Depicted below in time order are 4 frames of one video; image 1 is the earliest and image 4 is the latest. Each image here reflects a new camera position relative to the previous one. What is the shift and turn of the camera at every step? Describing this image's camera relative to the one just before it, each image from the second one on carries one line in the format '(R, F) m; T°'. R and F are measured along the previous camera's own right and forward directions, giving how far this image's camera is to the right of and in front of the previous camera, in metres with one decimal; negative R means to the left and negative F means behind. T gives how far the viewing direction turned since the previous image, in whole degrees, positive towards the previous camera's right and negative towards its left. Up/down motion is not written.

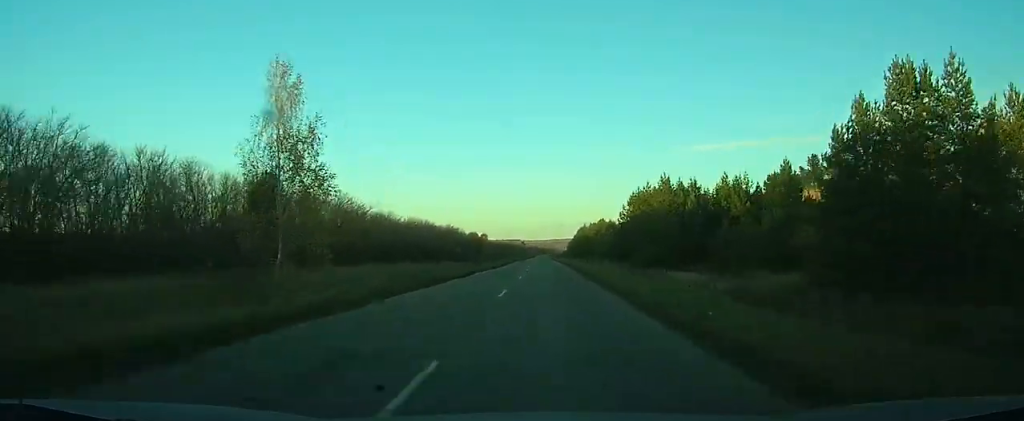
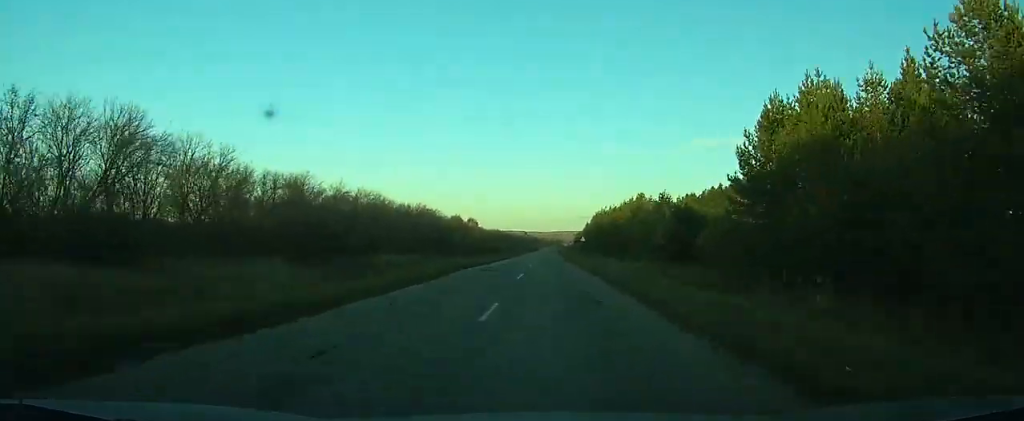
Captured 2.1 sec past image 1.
(-0.2, +51.0) m; 0°
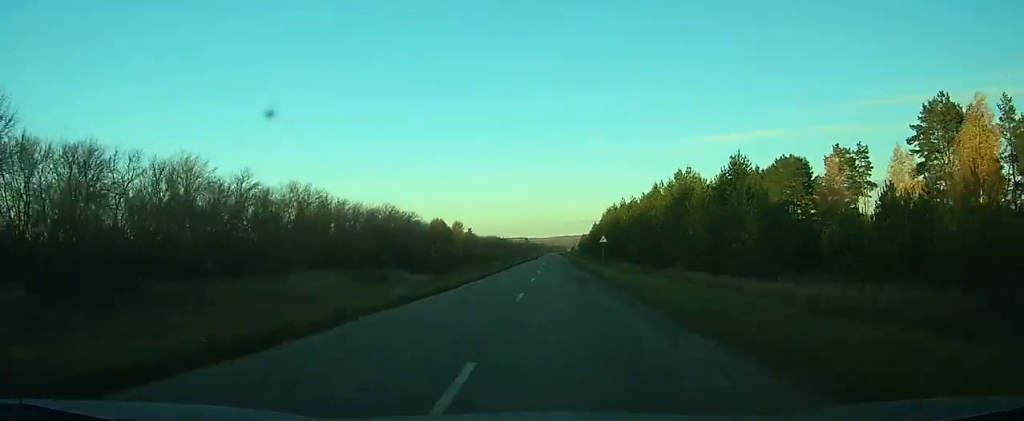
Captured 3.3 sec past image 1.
(-0.1, +28.6) m; 0°
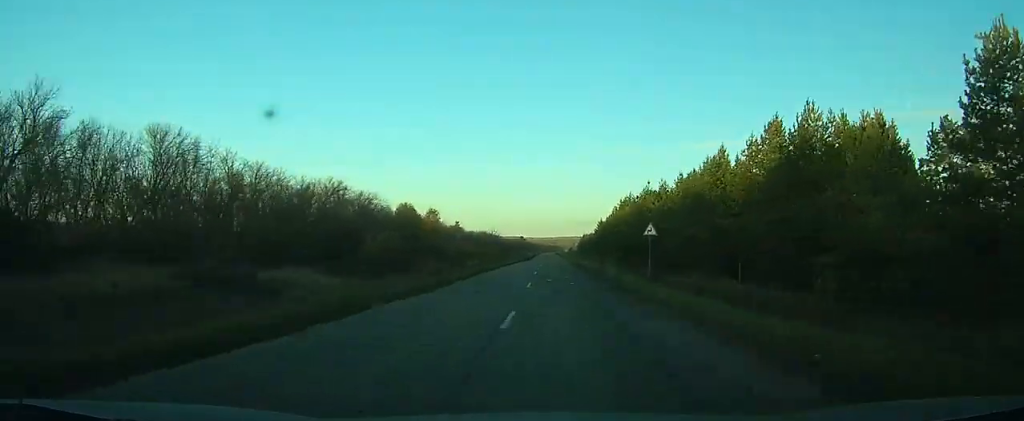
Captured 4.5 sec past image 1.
(0.0, +30.4) m; 0°
